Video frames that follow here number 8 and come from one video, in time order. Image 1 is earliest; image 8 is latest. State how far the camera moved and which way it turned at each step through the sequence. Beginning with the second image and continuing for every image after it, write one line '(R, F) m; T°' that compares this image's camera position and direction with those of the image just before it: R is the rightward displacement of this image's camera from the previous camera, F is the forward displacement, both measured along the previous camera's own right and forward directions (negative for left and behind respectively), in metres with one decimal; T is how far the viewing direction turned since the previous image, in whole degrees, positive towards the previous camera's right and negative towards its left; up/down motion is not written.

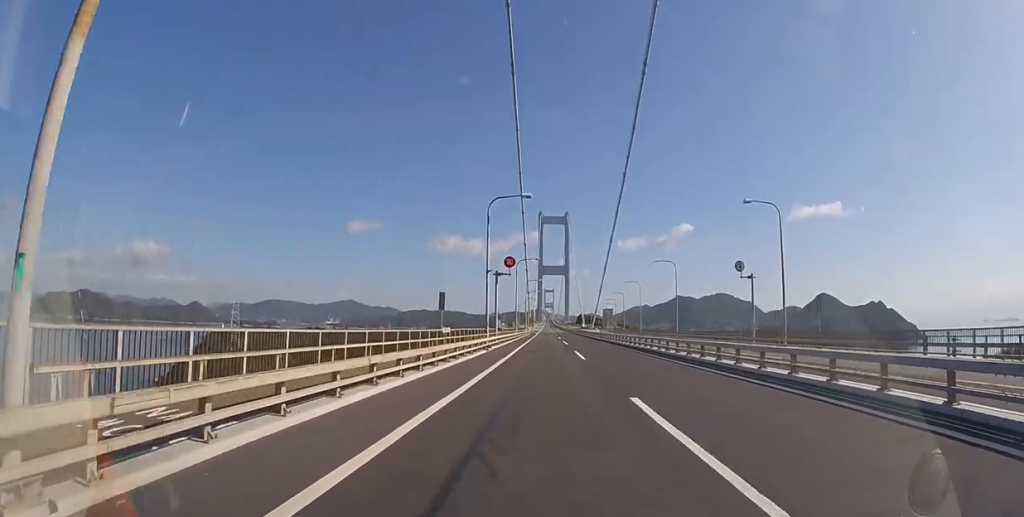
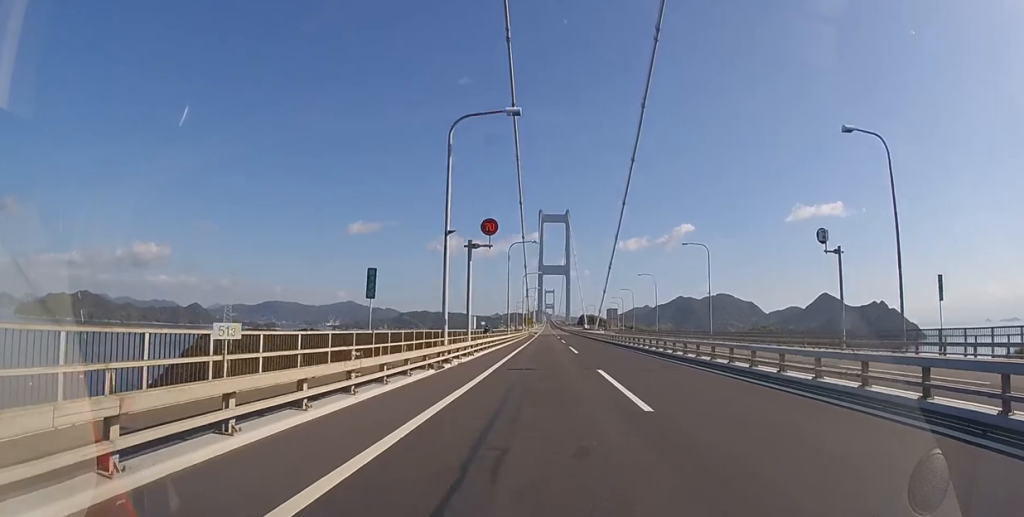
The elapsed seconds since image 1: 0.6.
(0.0, +13.4) m; 0°
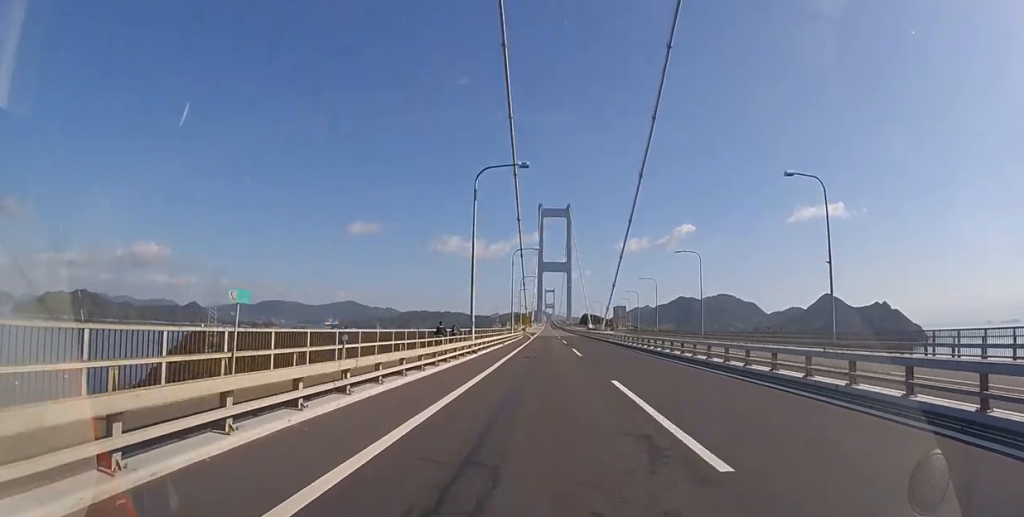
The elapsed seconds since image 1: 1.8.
(0.0, +23.9) m; 0°
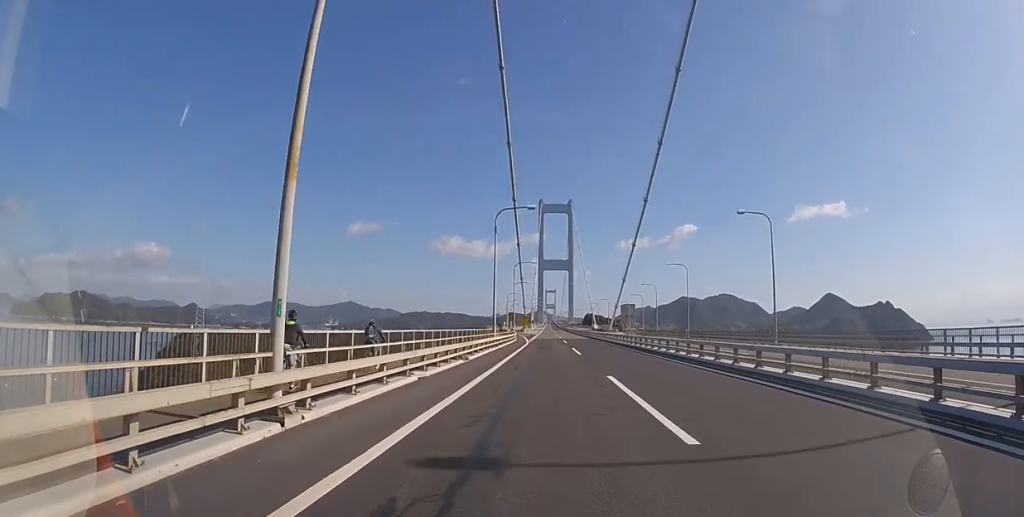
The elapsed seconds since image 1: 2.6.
(0.0, +18.3) m; 0°
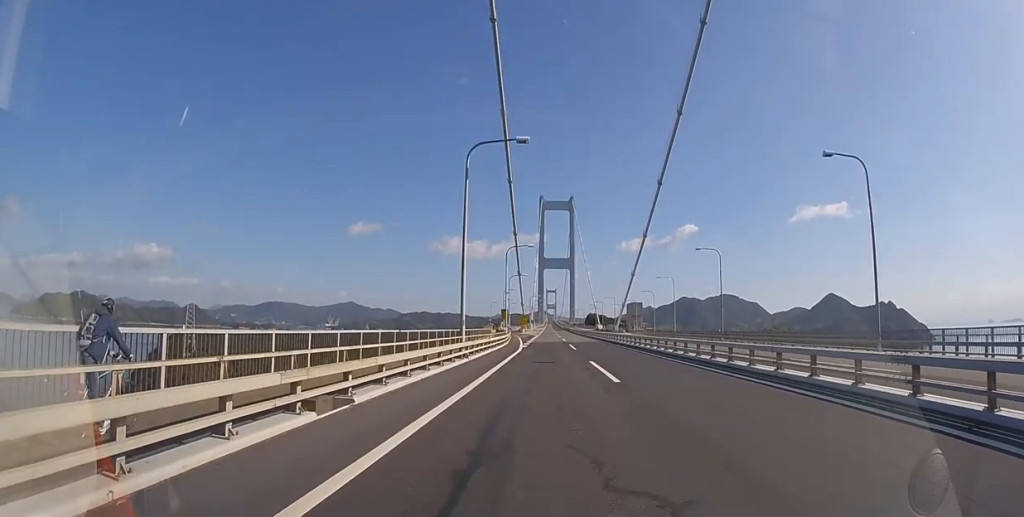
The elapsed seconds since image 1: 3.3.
(0.0, +13.4) m; 0°
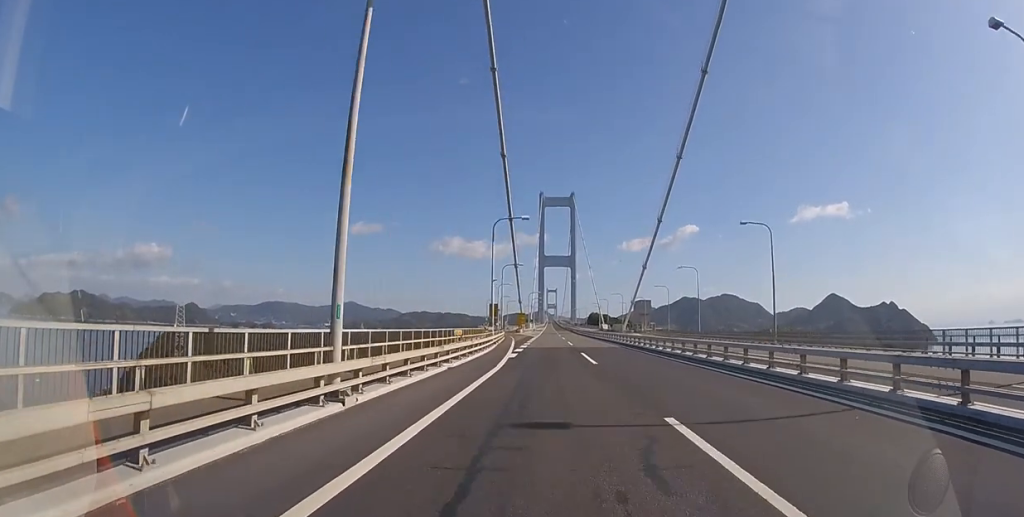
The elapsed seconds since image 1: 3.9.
(0.0, +13.4) m; 0°
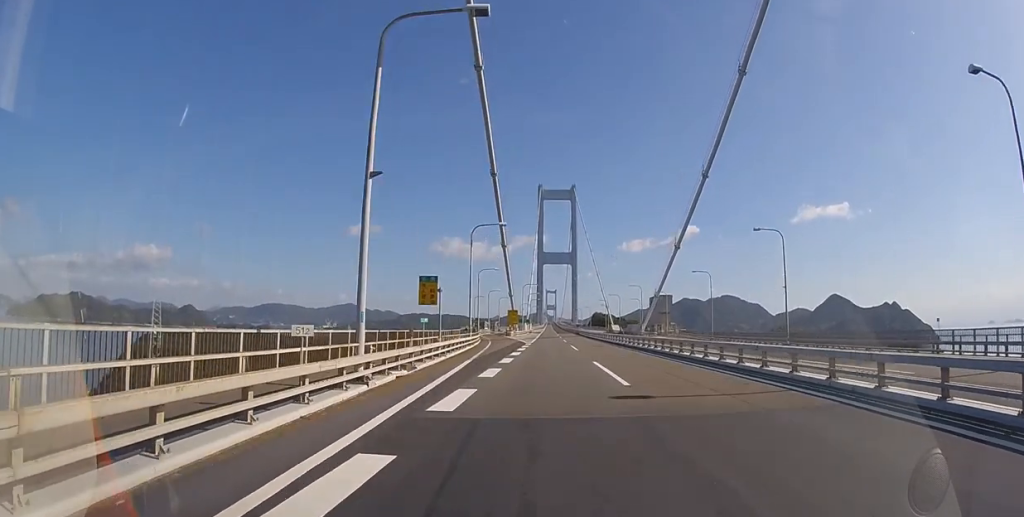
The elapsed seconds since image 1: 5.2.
(0.0, +27.5) m; 0°
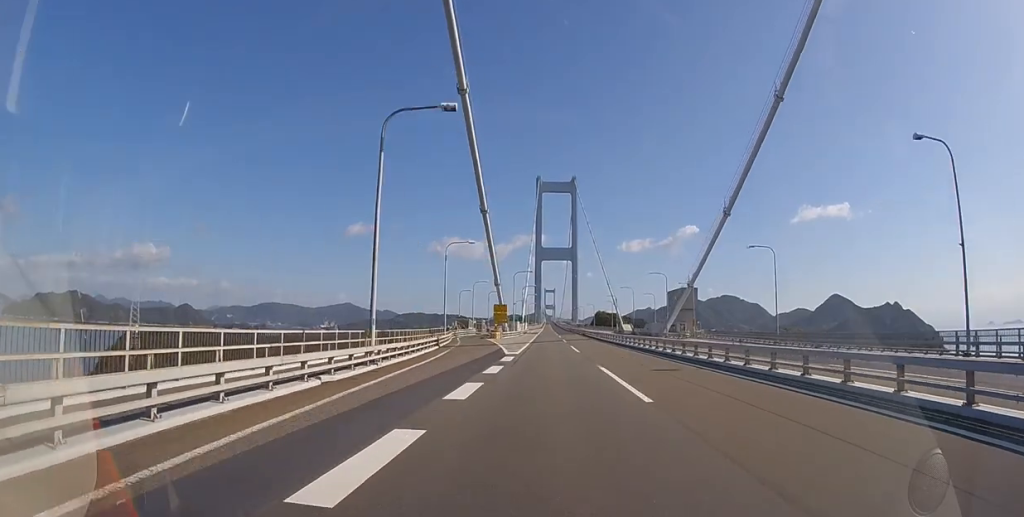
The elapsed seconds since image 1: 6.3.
(0.0, +23.2) m; 0°
